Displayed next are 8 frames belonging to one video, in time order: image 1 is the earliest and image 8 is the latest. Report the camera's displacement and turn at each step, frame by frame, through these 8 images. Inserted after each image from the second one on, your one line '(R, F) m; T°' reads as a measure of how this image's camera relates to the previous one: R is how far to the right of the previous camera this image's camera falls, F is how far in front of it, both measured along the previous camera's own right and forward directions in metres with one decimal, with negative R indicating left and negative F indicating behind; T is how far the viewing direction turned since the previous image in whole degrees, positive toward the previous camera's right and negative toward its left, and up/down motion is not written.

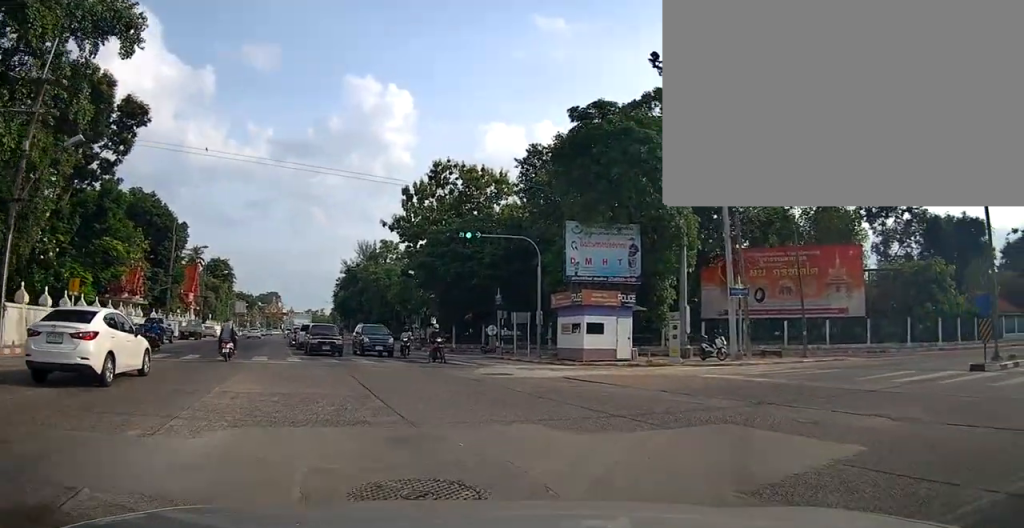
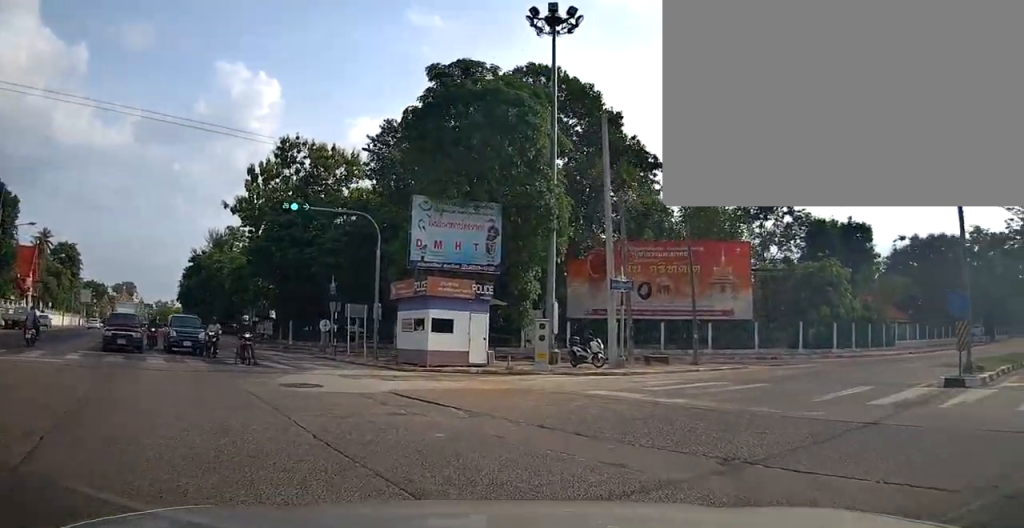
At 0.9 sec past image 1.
(+0.5, +5.1) m; +19°
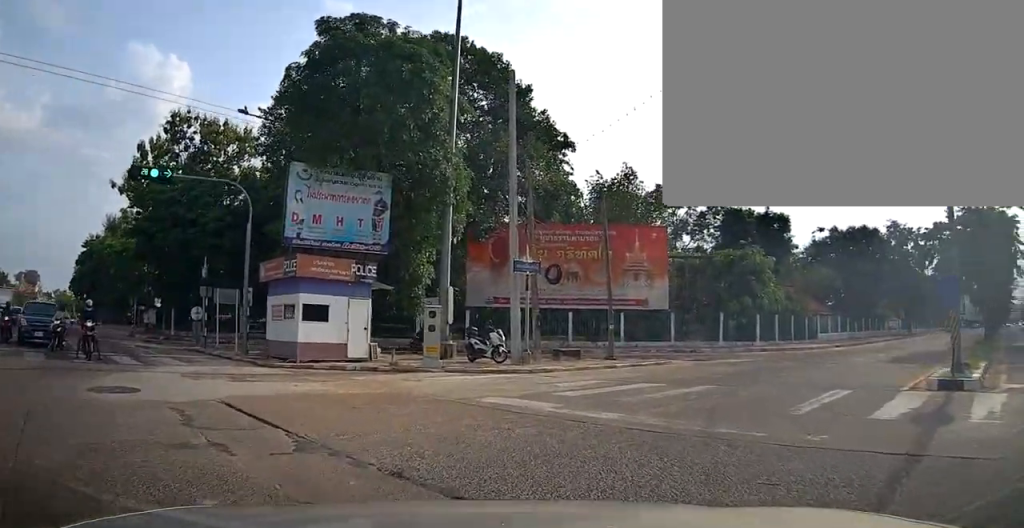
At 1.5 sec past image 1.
(+0.3, +3.2) m; +14°
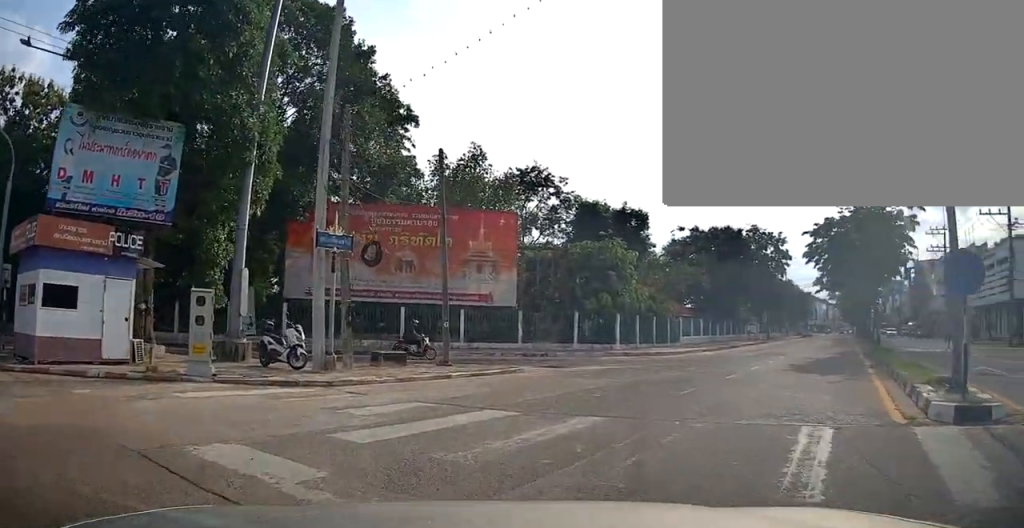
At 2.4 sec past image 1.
(+1.2, +4.7) m; +16°
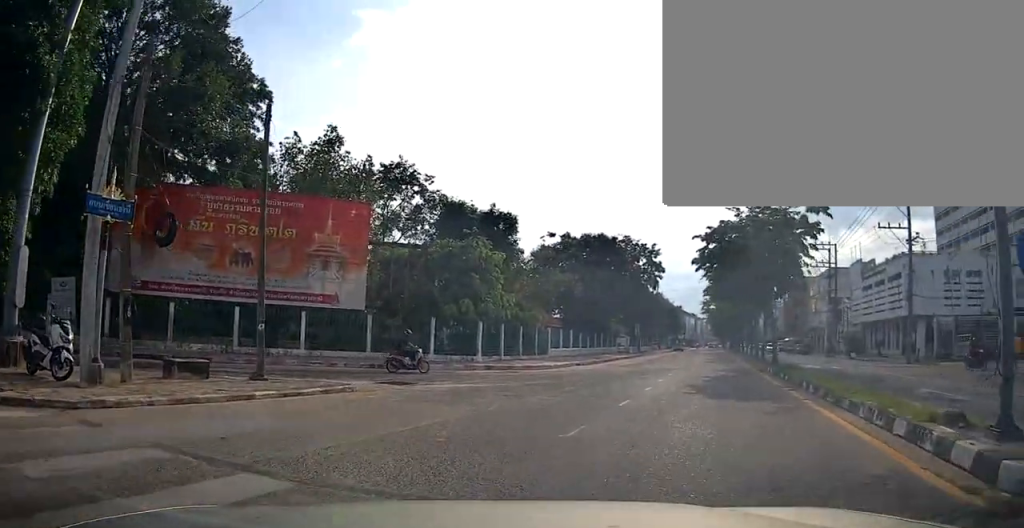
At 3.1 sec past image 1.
(0.0, +3.7) m; +7°
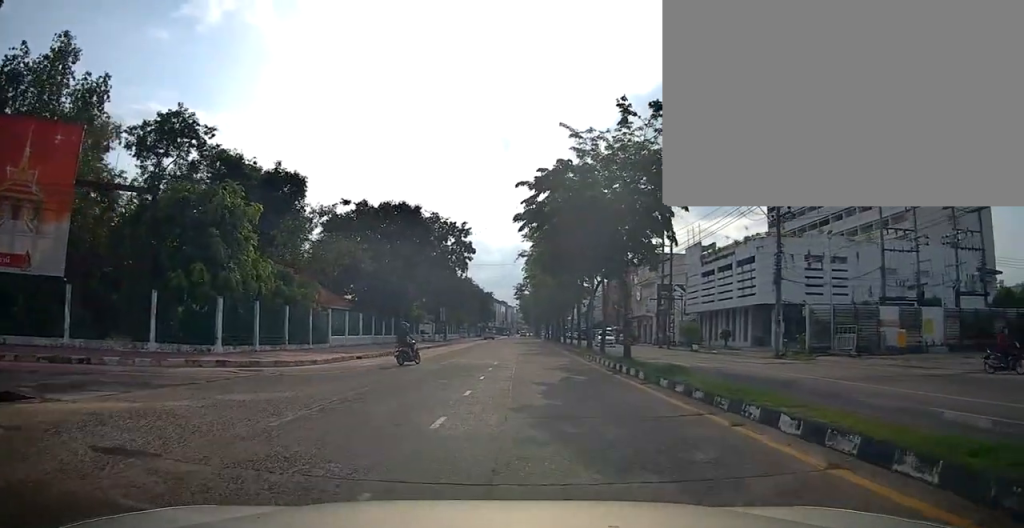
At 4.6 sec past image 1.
(+1.4, +8.1) m; +17°
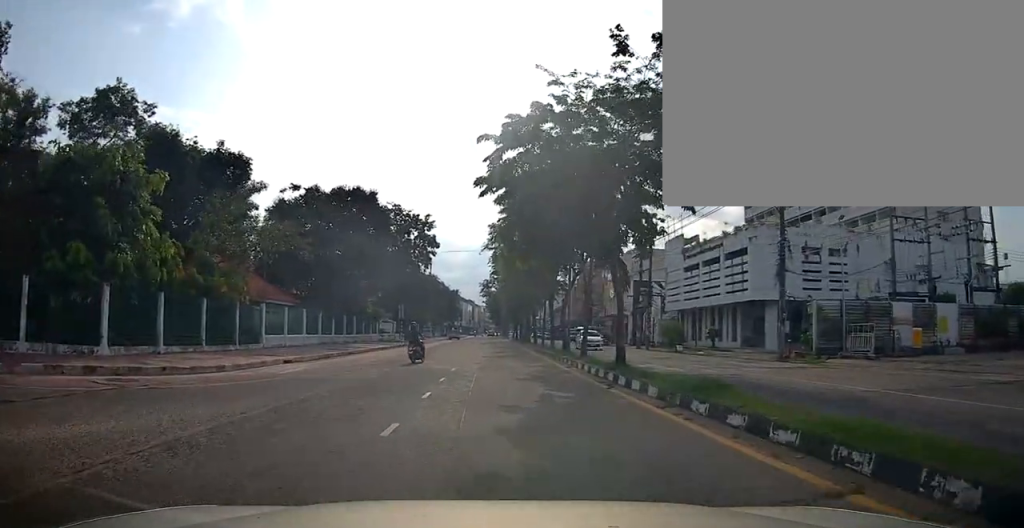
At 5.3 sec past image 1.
(+0.3, +4.6) m; +3°
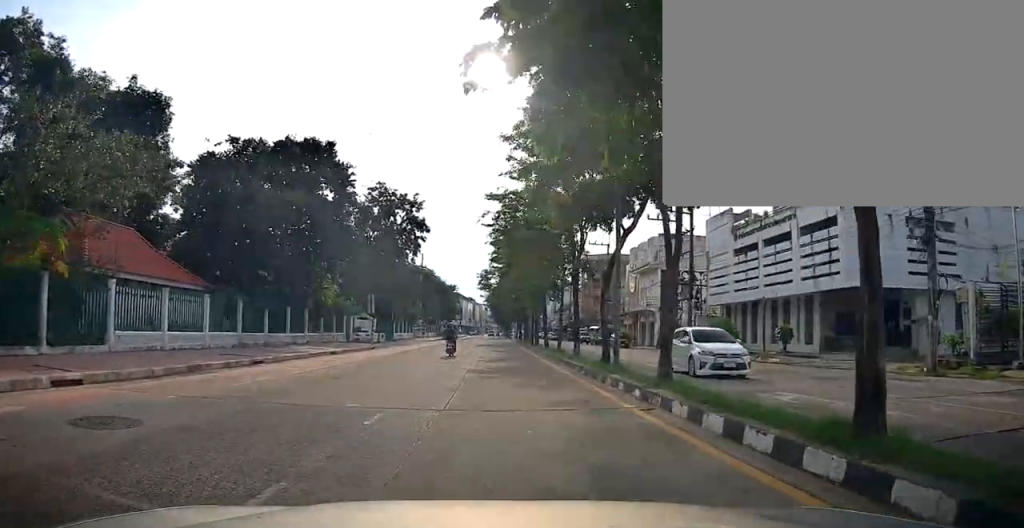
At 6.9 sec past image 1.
(0.0, +11.7) m; +1°
